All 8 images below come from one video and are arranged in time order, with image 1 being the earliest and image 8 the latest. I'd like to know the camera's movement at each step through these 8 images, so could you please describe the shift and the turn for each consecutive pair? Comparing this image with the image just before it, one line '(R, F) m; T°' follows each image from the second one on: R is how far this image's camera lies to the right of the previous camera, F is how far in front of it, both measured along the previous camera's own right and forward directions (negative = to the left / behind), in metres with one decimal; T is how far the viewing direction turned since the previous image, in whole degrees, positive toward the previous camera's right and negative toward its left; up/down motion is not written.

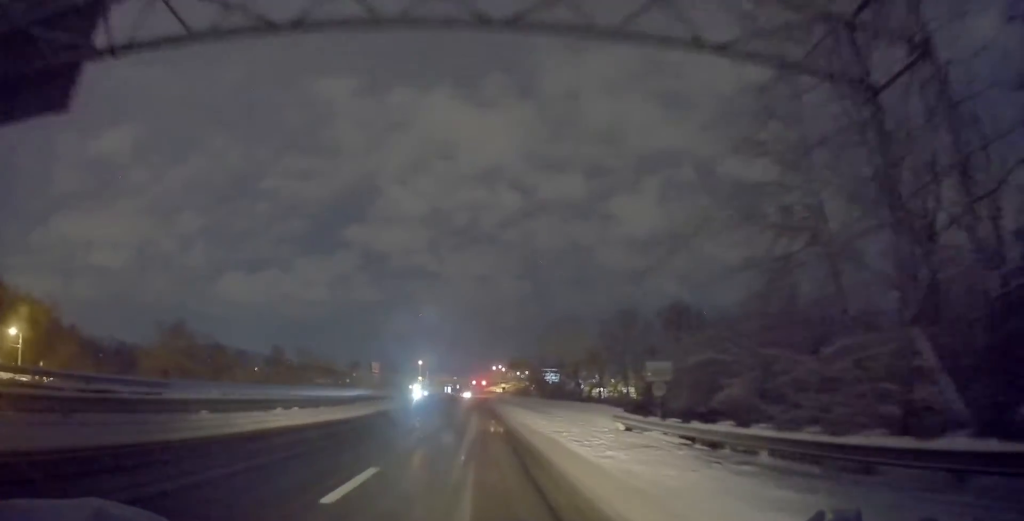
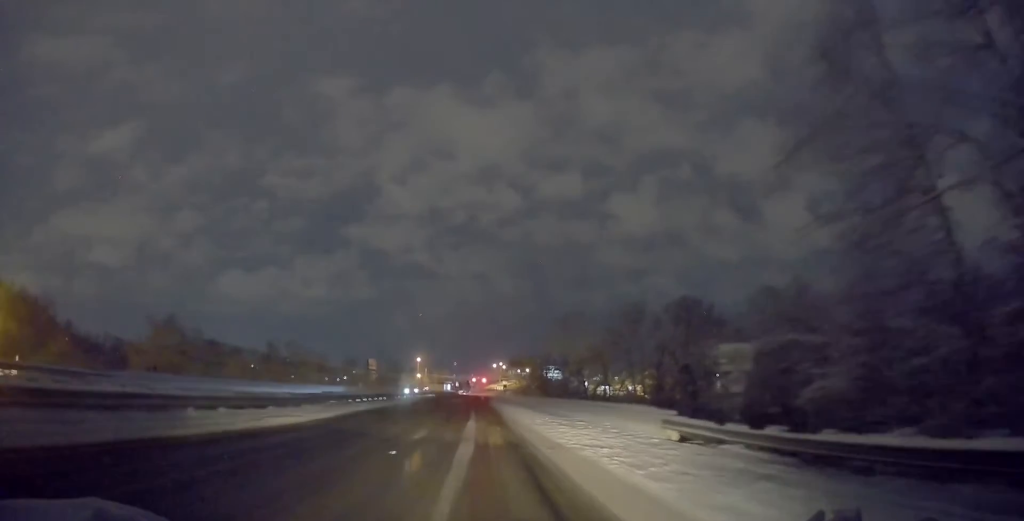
(+0.1, +6.4) m; +1°
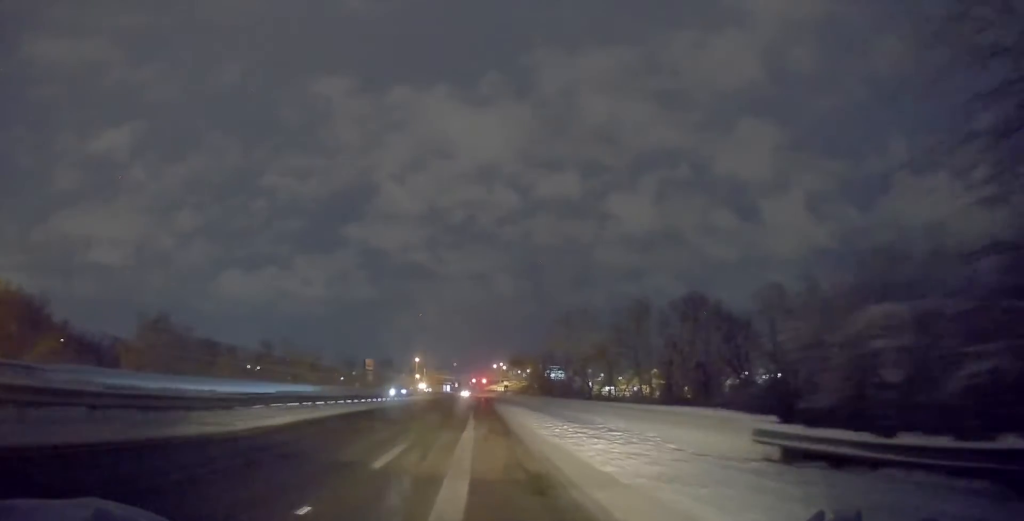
(+0.2, +6.0) m; -2°
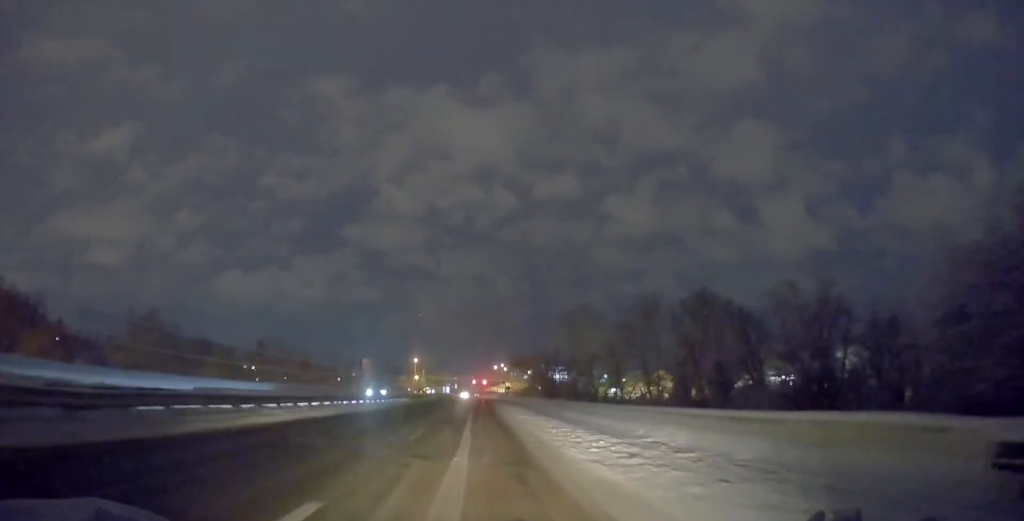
(-0.2, +6.3) m; -1°
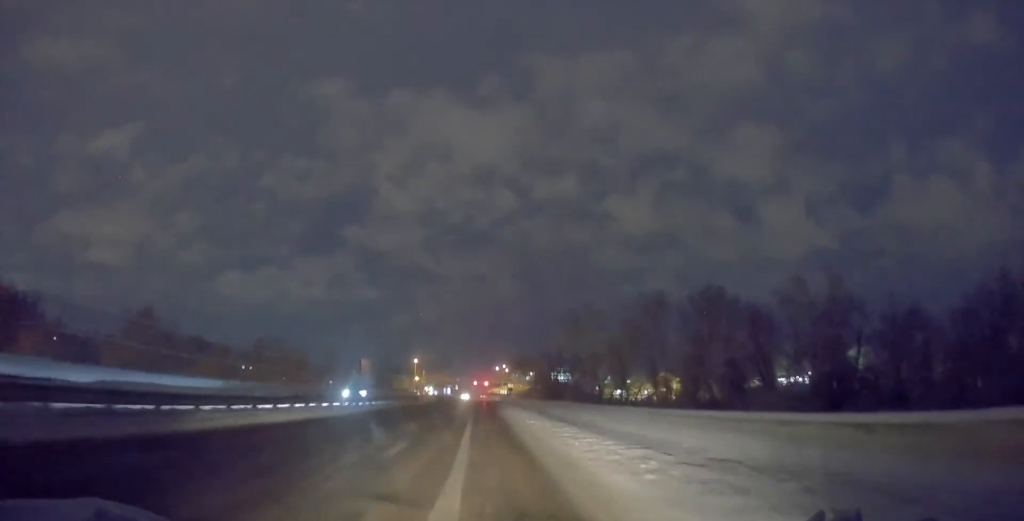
(-0.4, +4.3) m; 0°
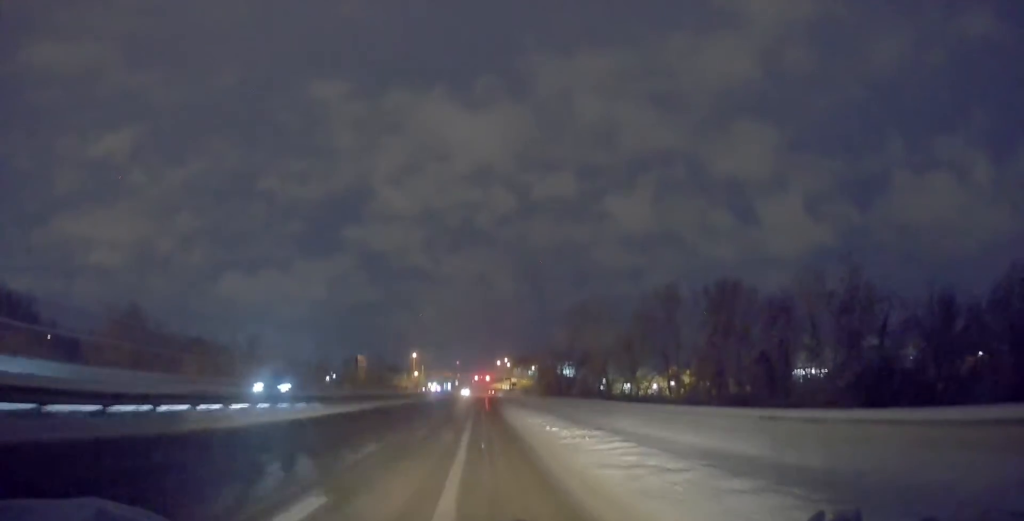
(+0.3, +7.7) m; +3°
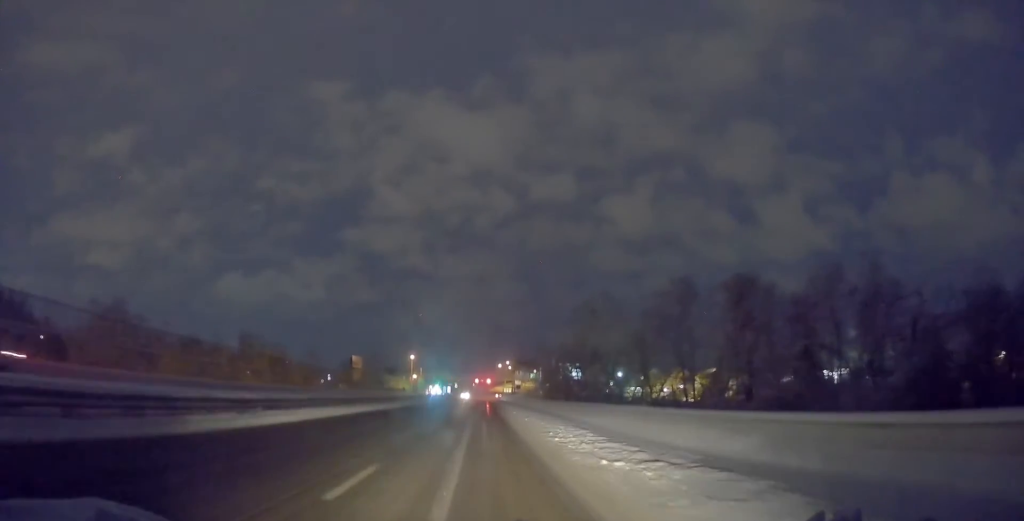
(+0.4, +9.0) m; 0°
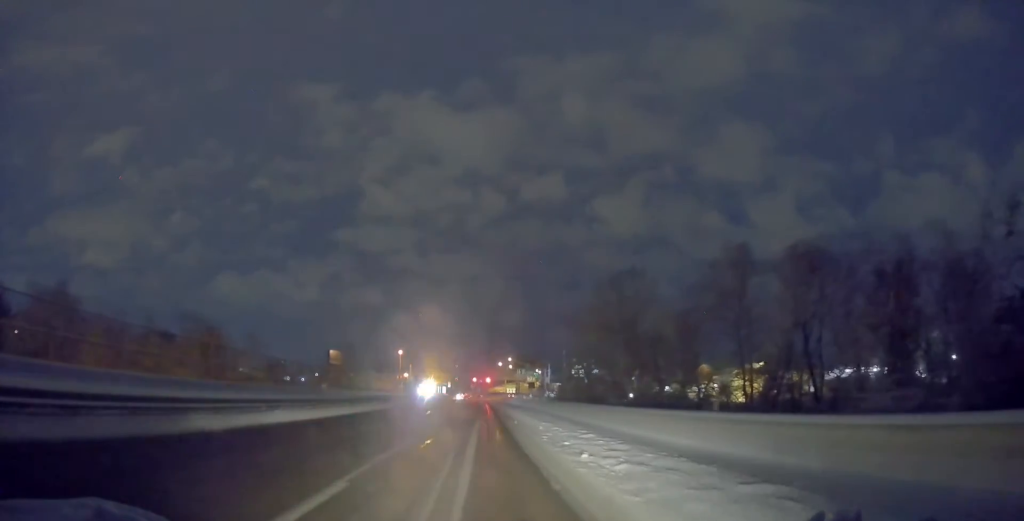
(-1.4, +26.4) m; -2°
